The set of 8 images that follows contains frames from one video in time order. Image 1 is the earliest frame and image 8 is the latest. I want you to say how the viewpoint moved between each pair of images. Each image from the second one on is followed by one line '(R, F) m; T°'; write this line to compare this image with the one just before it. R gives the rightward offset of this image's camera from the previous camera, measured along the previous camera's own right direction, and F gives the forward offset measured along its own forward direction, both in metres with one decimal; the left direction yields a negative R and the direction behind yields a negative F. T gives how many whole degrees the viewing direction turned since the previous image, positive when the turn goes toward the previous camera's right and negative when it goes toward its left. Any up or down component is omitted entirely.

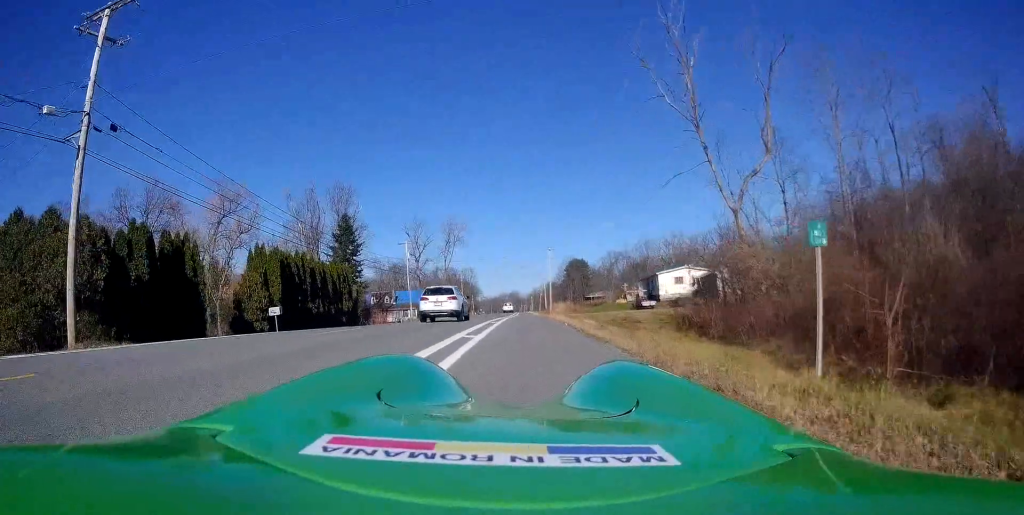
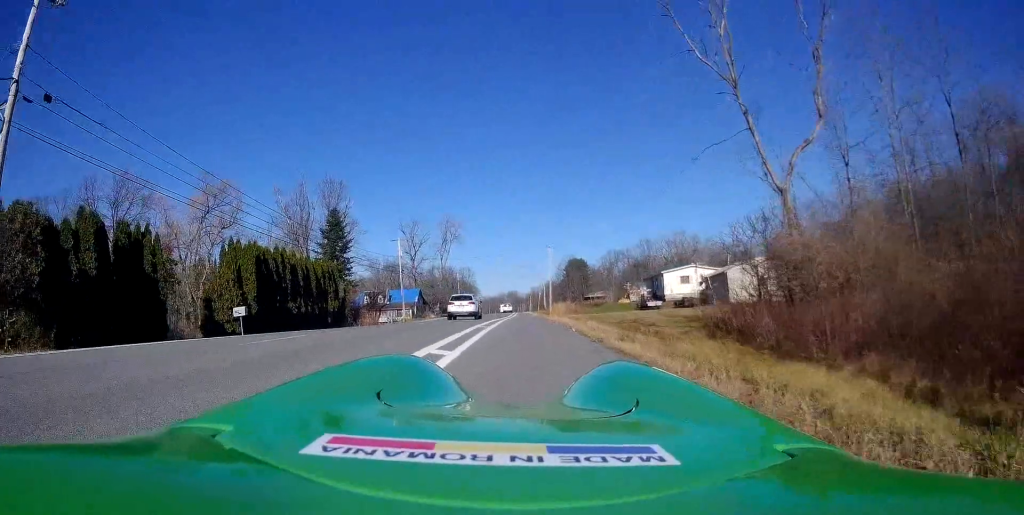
(-0.2, +3.8) m; -2°
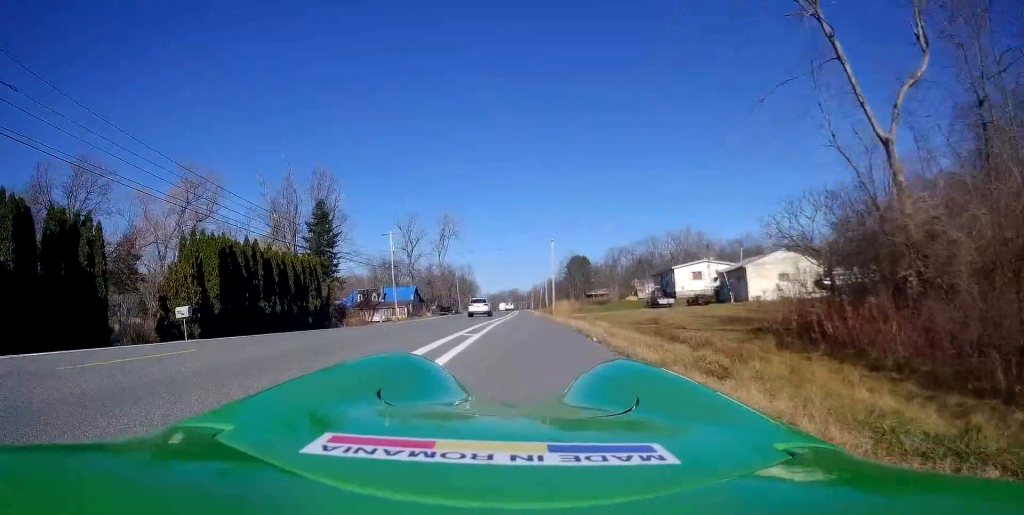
(-0.1, +5.0) m; 0°
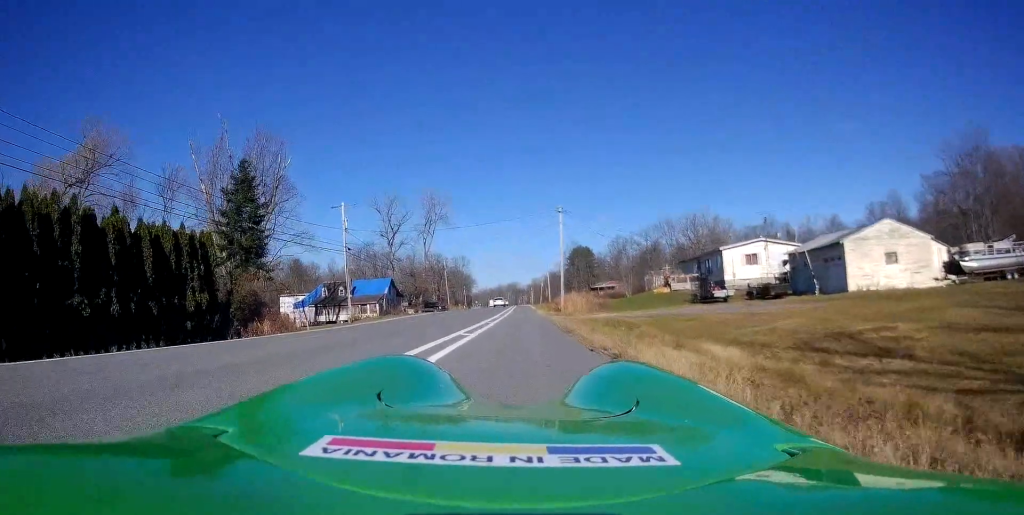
(+0.5, +17.4) m; +2°
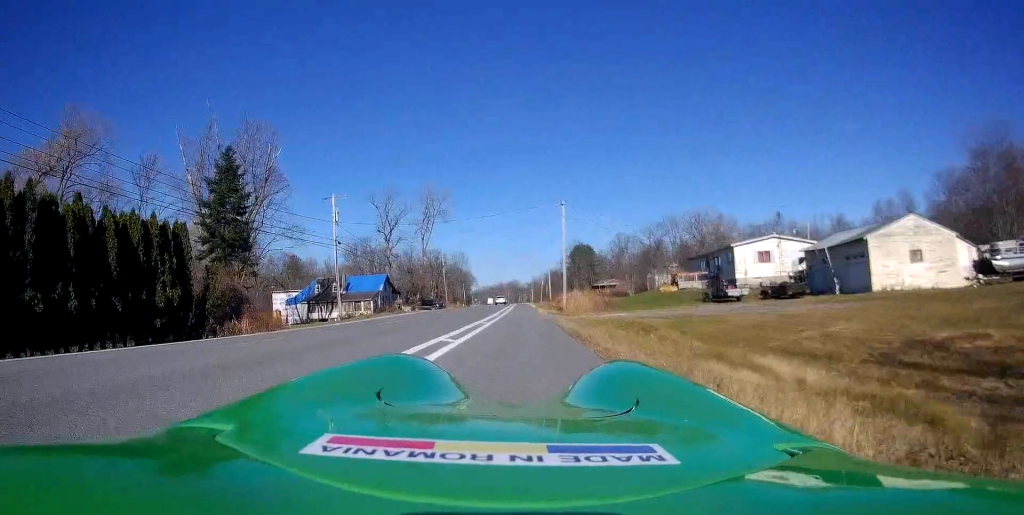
(0.0, +2.6) m; 0°
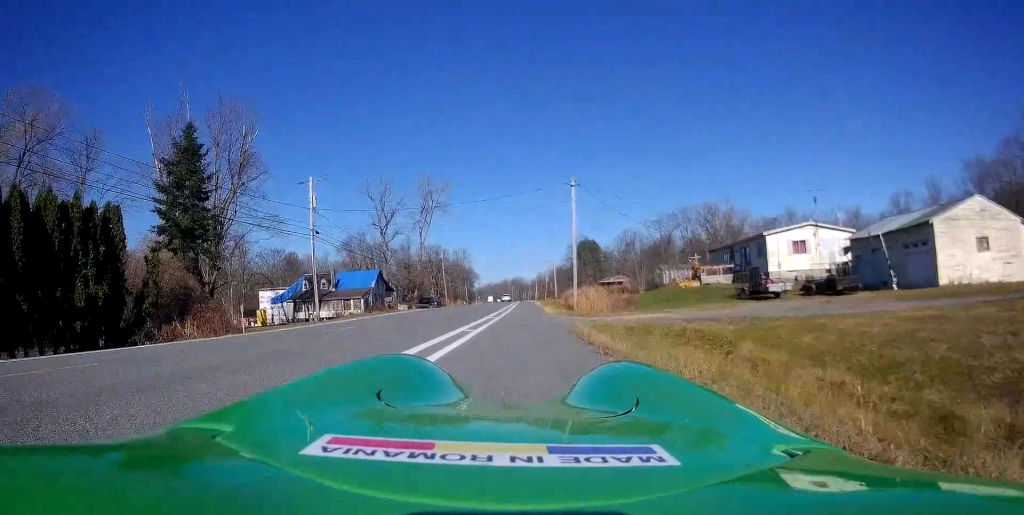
(+0.3, +6.0) m; 0°
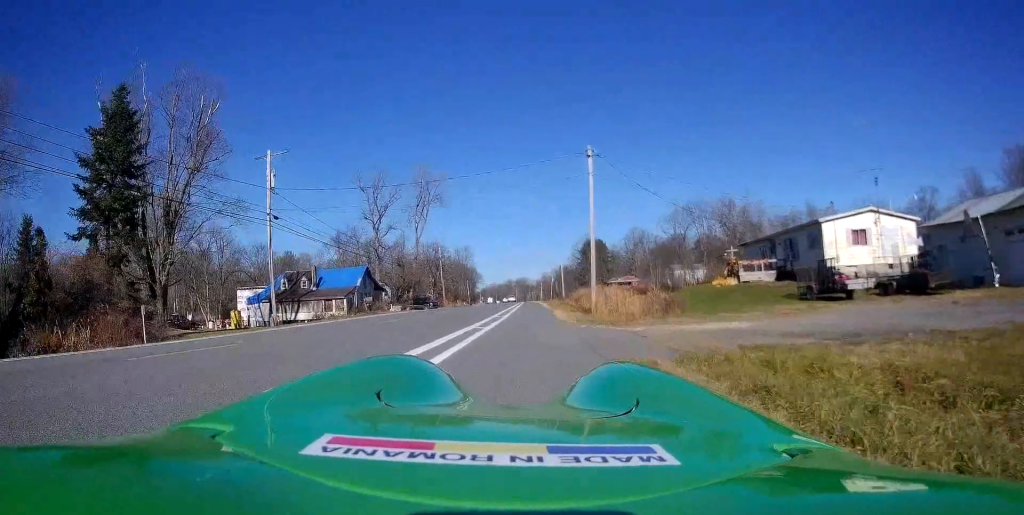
(-0.4, +8.1) m; -3°
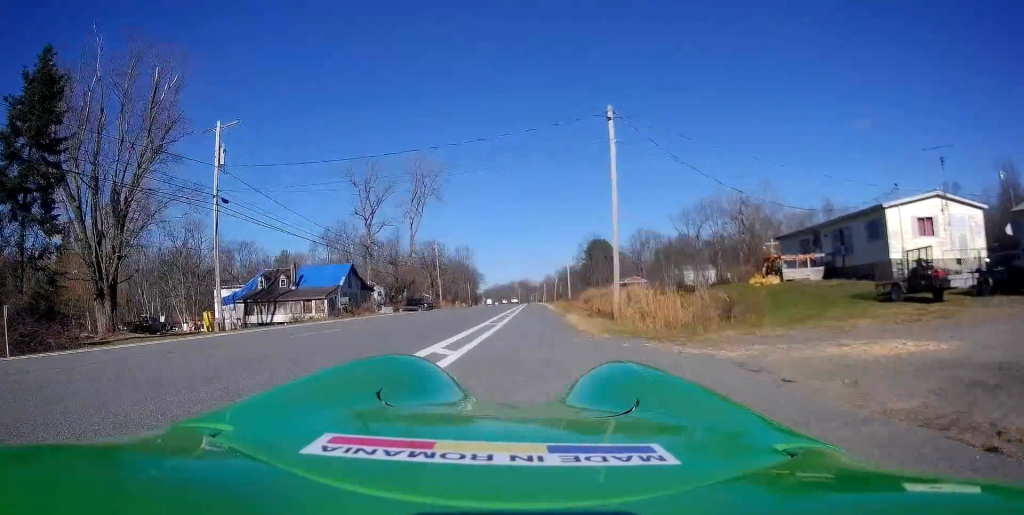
(0.0, +7.1) m; 0°
